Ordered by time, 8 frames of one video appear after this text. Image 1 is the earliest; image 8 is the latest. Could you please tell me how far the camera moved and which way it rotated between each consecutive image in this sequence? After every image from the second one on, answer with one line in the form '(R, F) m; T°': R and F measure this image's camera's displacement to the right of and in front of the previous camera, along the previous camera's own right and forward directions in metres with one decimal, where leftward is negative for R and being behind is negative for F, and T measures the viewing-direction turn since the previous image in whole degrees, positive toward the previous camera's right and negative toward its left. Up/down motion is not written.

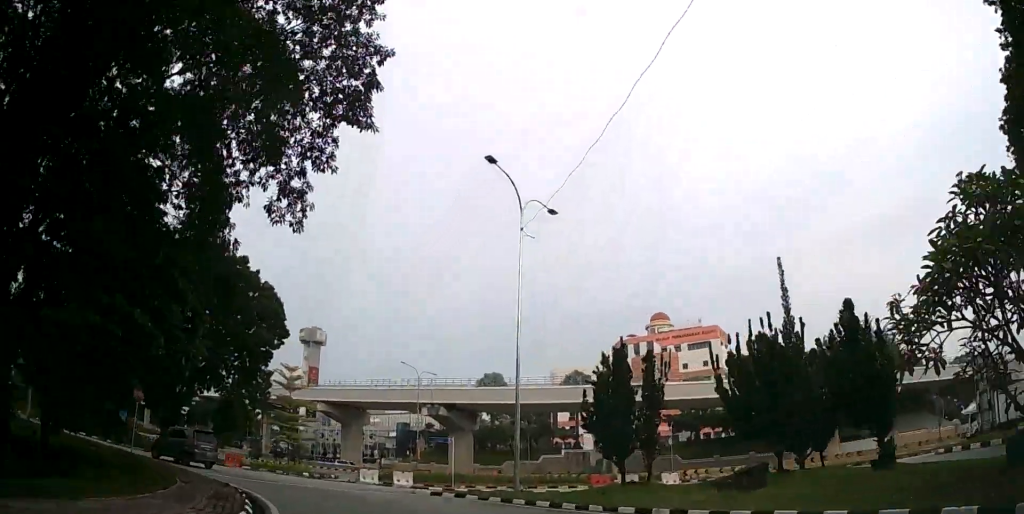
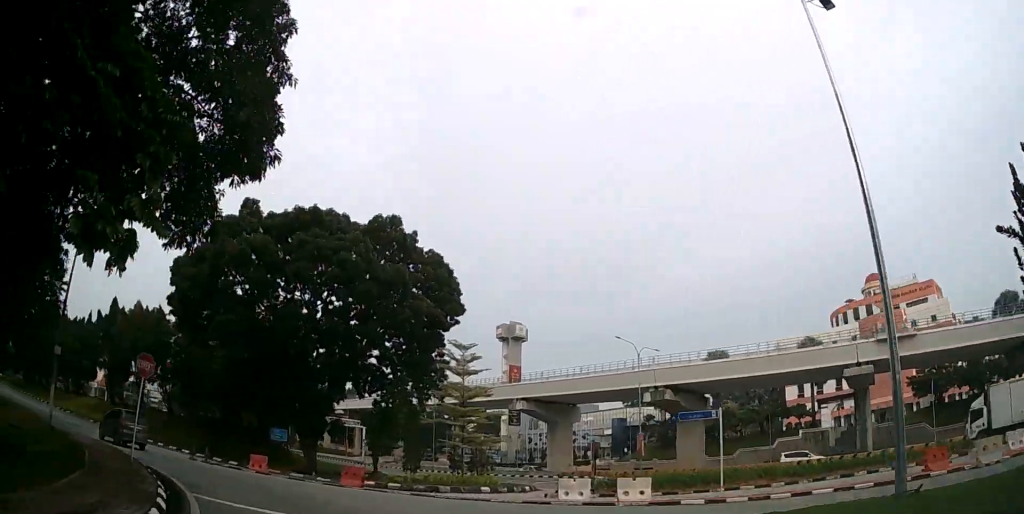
(-1.9, +11.9) m; -23°
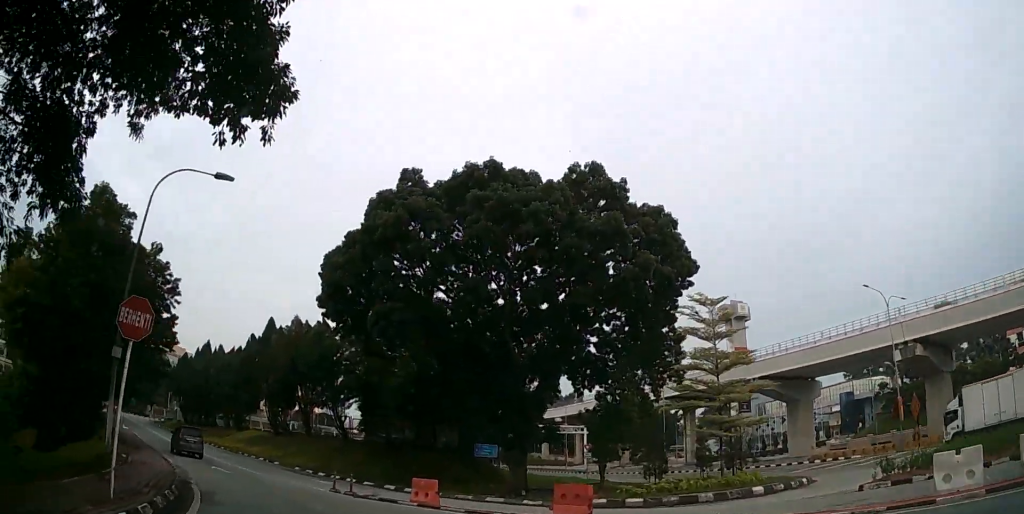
(-2.0, +8.2) m; -25°
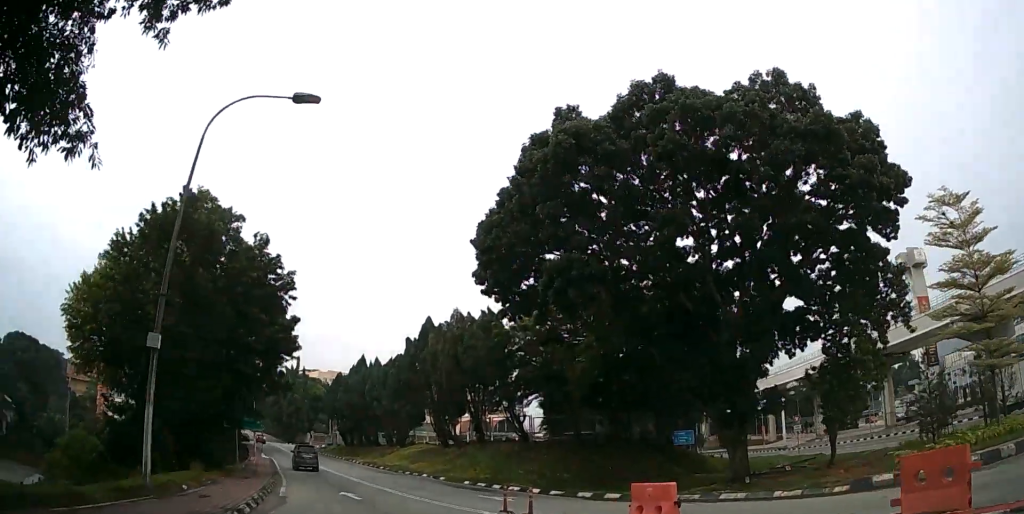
(-1.1, +6.9) m; -17°
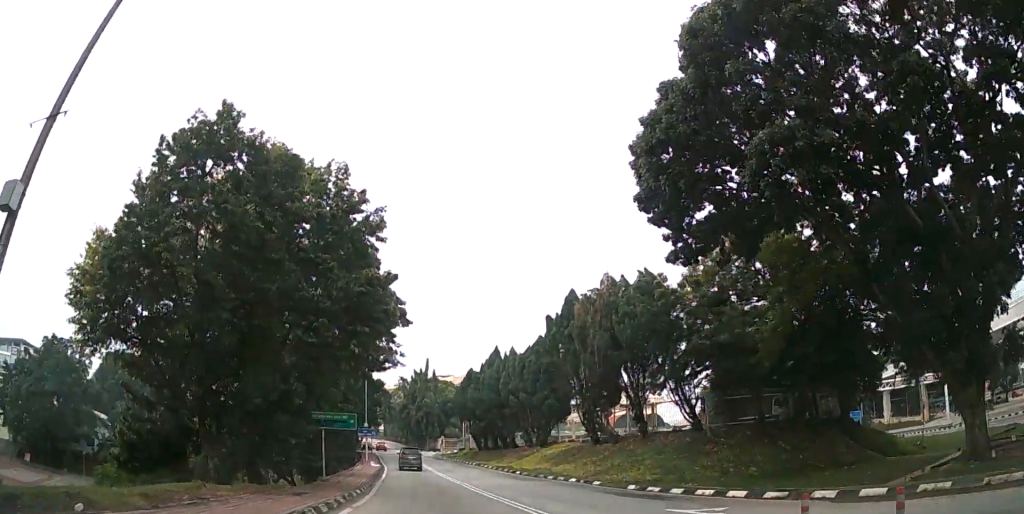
(-1.1, +8.2) m; -12°
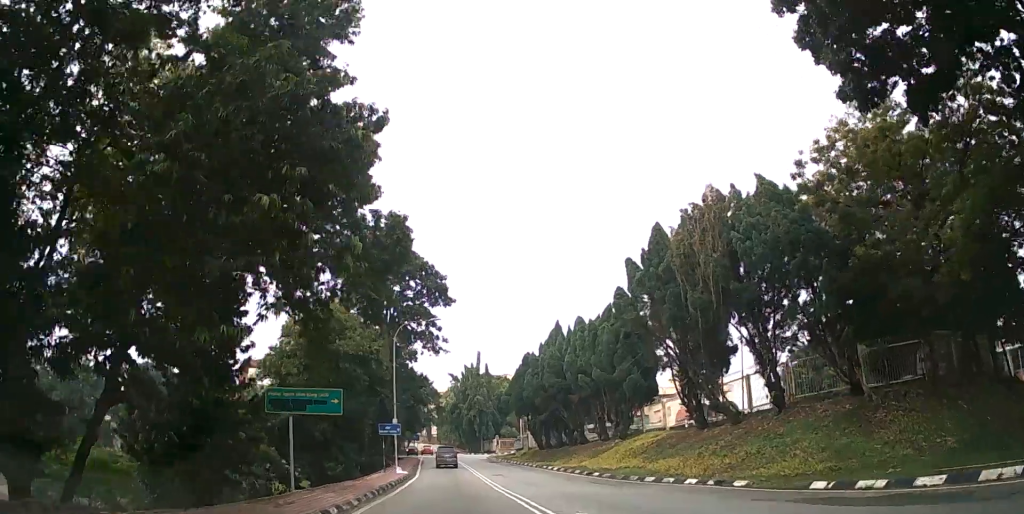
(-0.9, +10.7) m; -7°
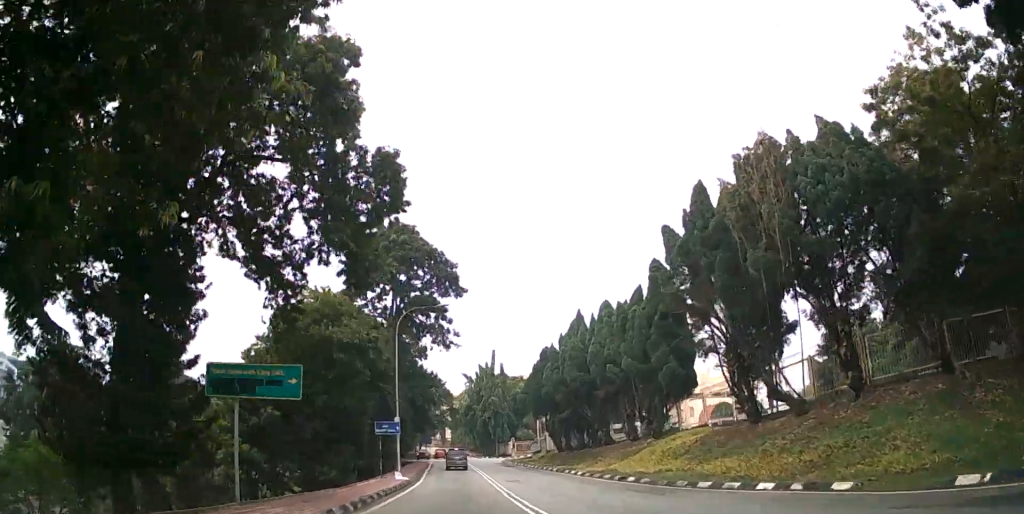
(-0.1, +4.5) m; -1°
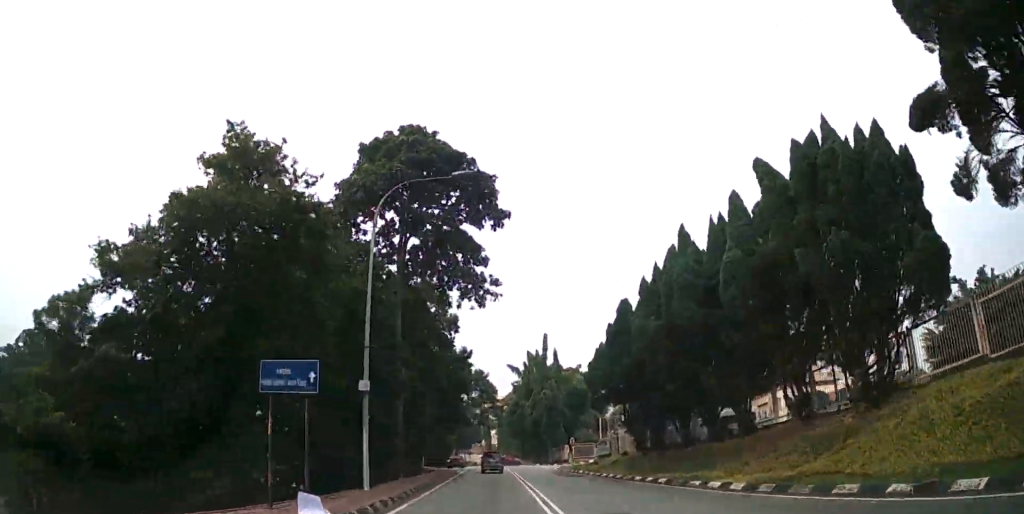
(-0.6, +16.8) m; -3°
